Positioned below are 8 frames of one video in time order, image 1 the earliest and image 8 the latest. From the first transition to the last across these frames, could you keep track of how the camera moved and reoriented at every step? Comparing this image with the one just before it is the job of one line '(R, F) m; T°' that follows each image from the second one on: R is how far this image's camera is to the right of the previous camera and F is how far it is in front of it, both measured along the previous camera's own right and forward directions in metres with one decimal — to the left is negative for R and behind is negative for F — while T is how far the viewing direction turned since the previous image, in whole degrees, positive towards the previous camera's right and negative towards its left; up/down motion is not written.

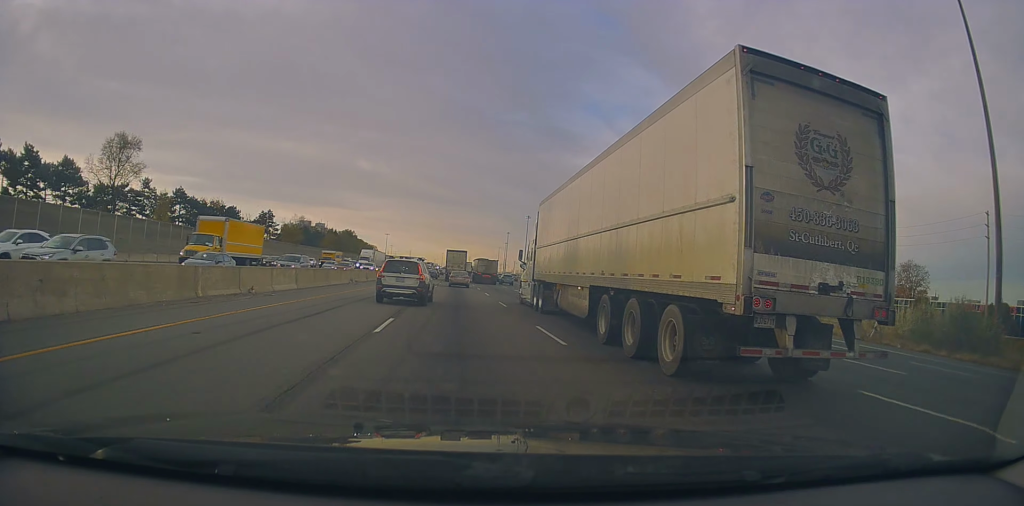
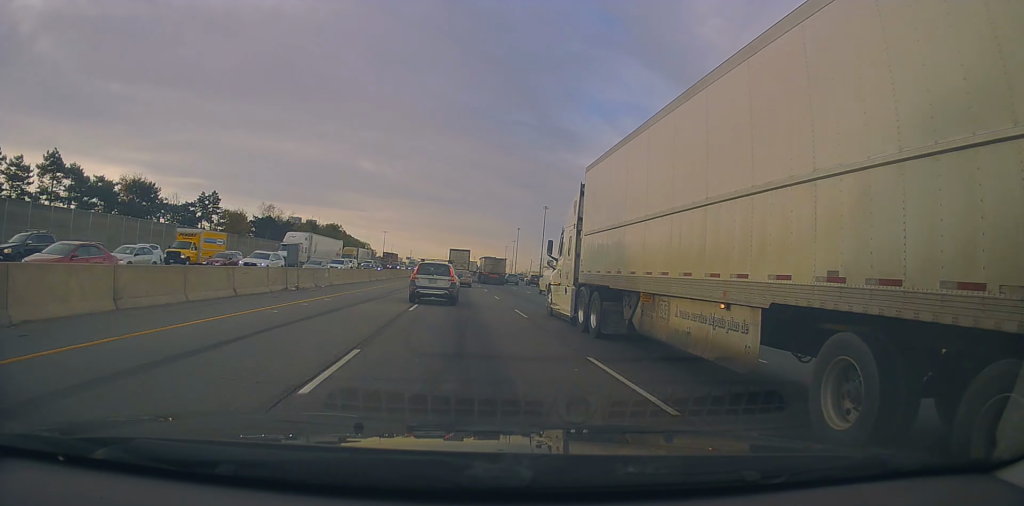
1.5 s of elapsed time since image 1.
(+0.2, +41.5) m; +1°
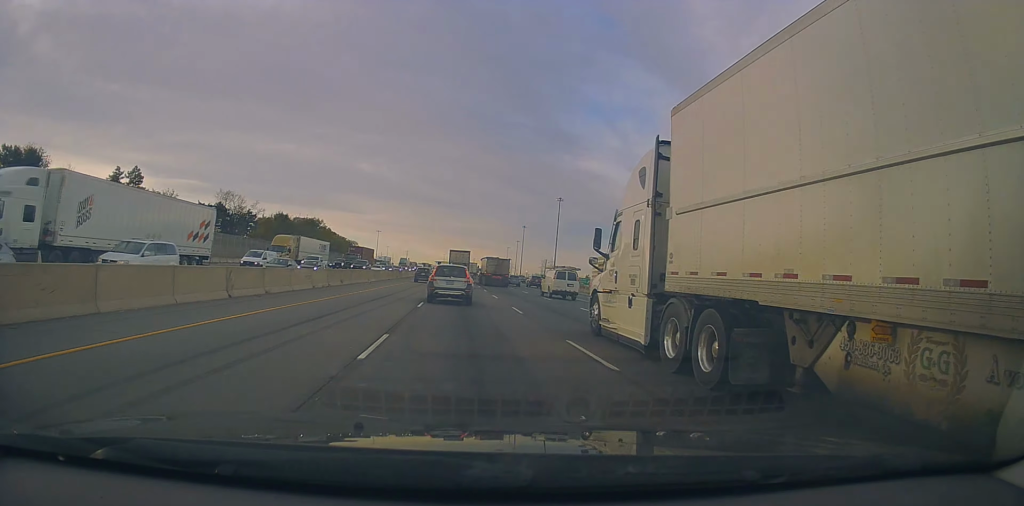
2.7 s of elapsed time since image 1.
(-0.2, +33.7) m; -1°
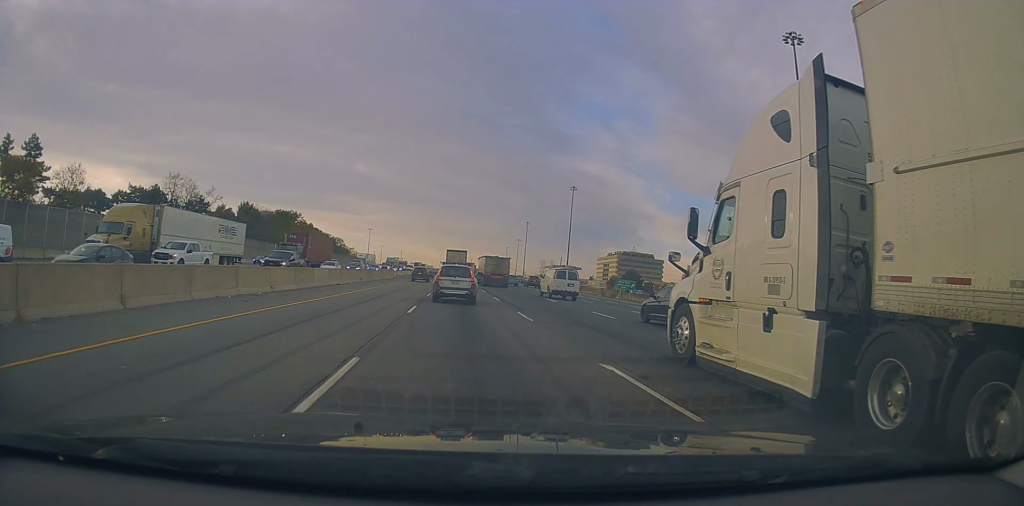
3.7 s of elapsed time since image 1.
(-0.4, +26.8) m; 0°
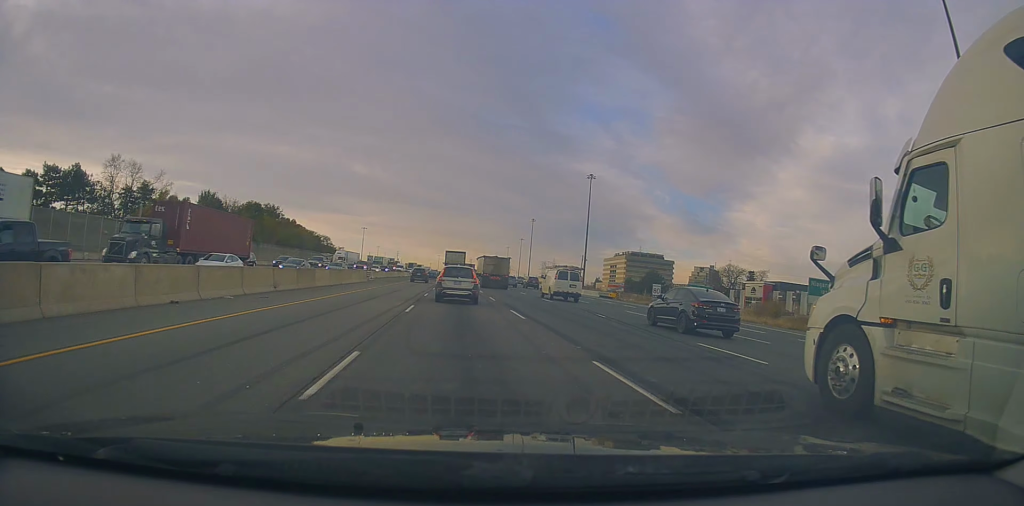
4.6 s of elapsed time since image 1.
(+0.5, +23.3) m; 0°
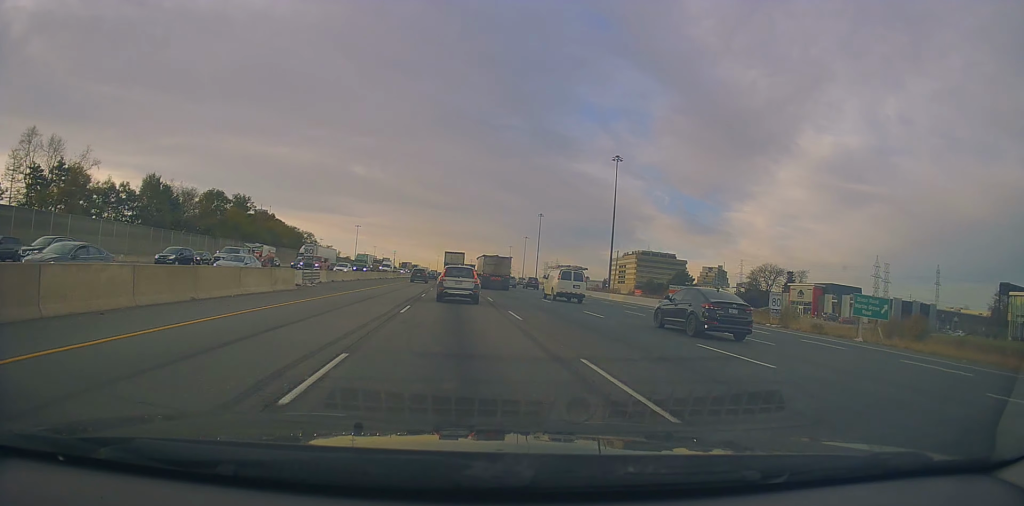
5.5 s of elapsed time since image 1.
(-0.5, +23.7) m; -1°
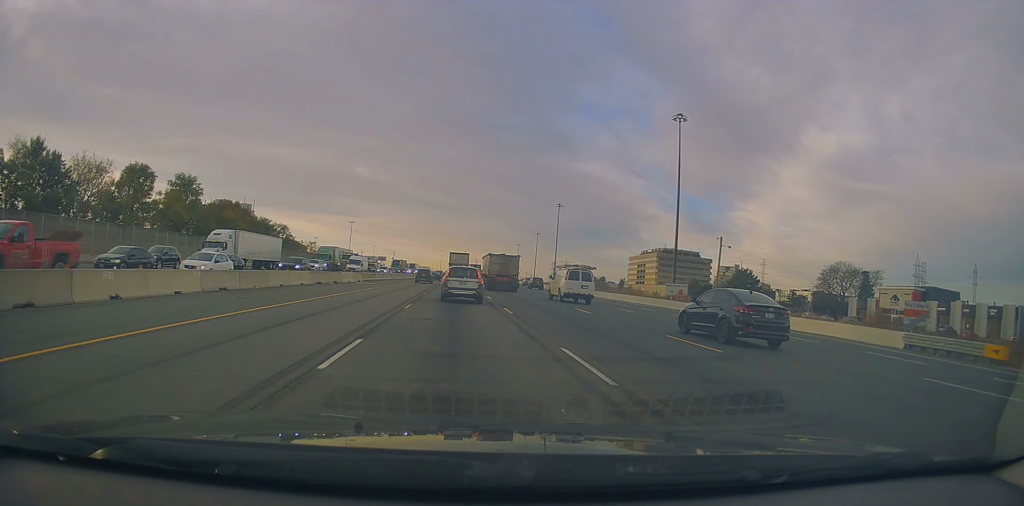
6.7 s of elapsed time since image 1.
(+0.3, +33.7) m; +1°
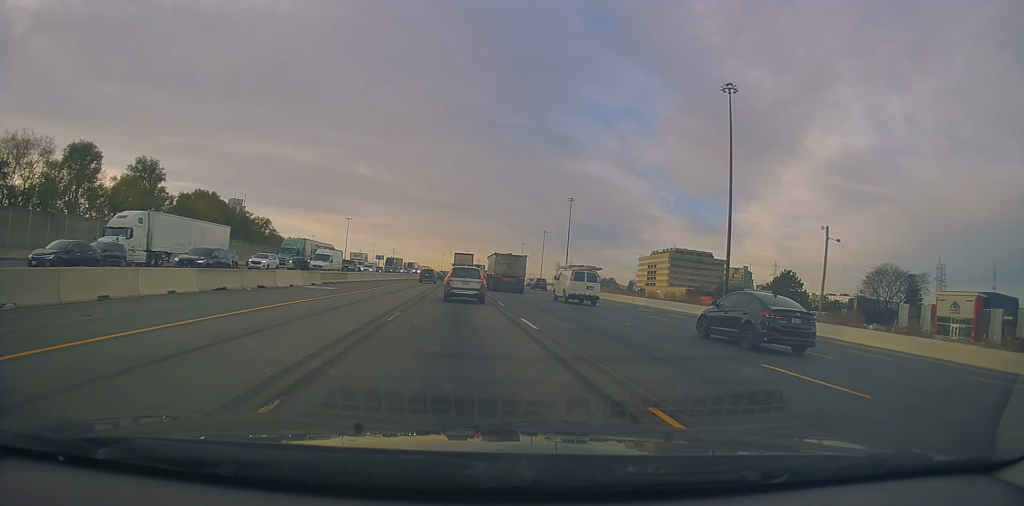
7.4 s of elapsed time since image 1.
(+0.4, +16.9) m; 0°
